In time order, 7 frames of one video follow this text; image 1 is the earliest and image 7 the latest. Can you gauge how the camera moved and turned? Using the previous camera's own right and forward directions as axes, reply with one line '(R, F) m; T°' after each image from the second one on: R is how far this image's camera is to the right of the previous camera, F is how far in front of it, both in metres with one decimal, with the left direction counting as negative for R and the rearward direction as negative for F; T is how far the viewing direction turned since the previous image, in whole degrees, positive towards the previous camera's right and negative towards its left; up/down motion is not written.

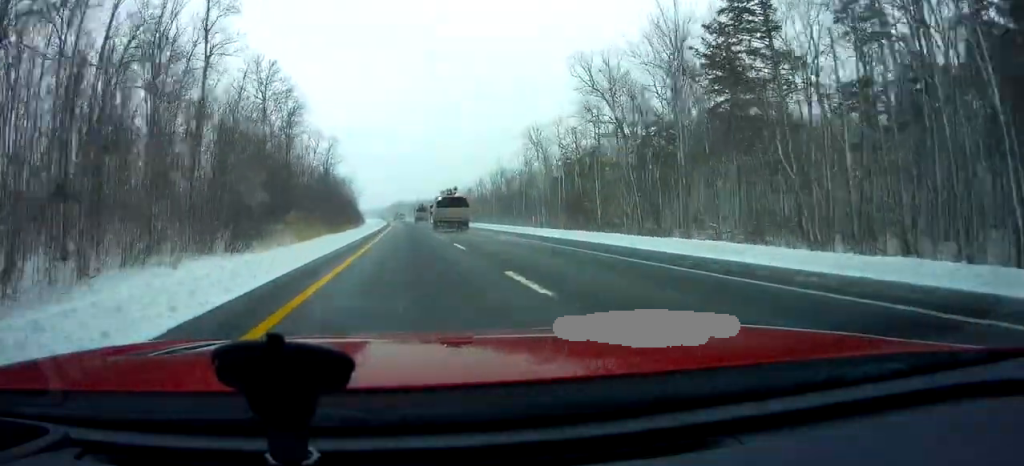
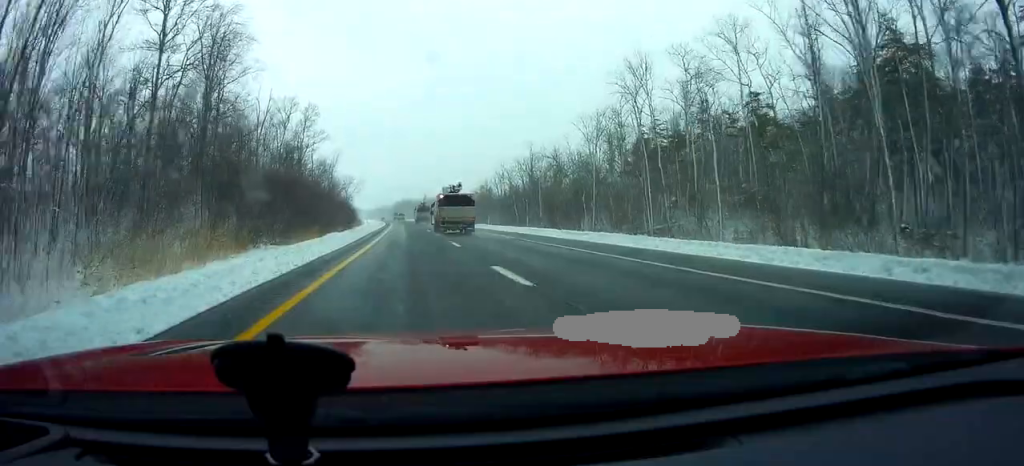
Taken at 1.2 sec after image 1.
(-0.2, +35.3) m; 0°
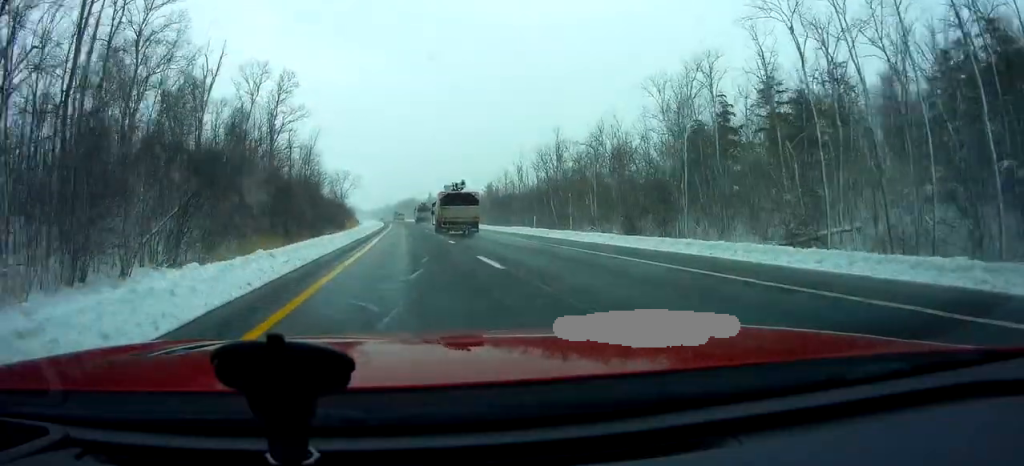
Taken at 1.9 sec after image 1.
(0.0, +21.2) m; 0°
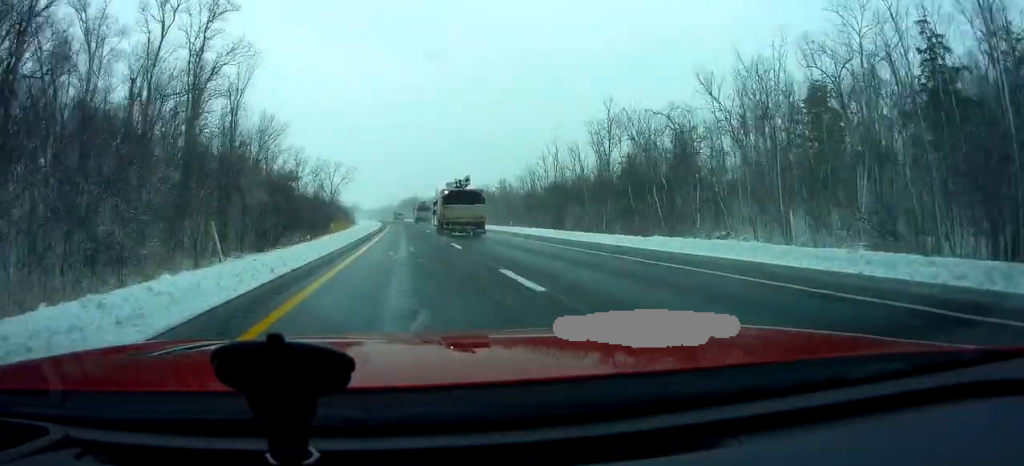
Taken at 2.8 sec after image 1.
(+0.2, +28.3) m; 0°
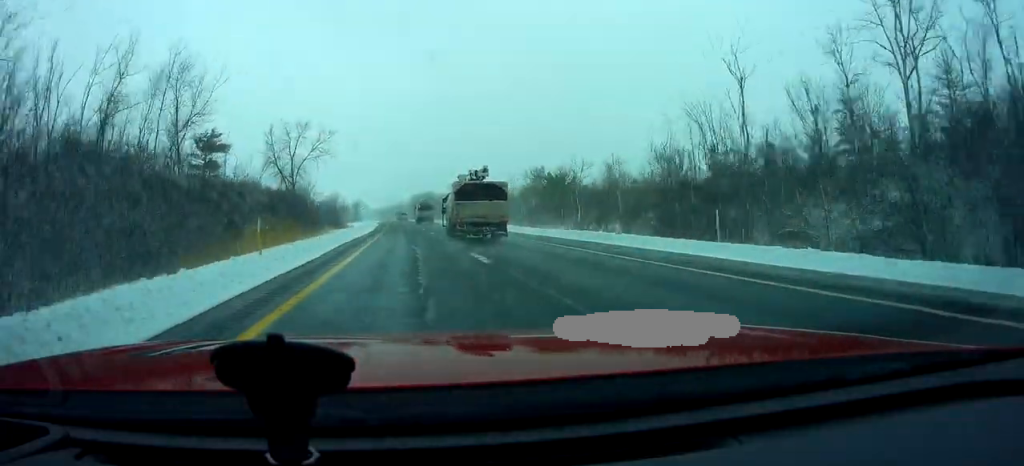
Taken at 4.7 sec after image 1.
(-0.6, +56.5) m; -2°
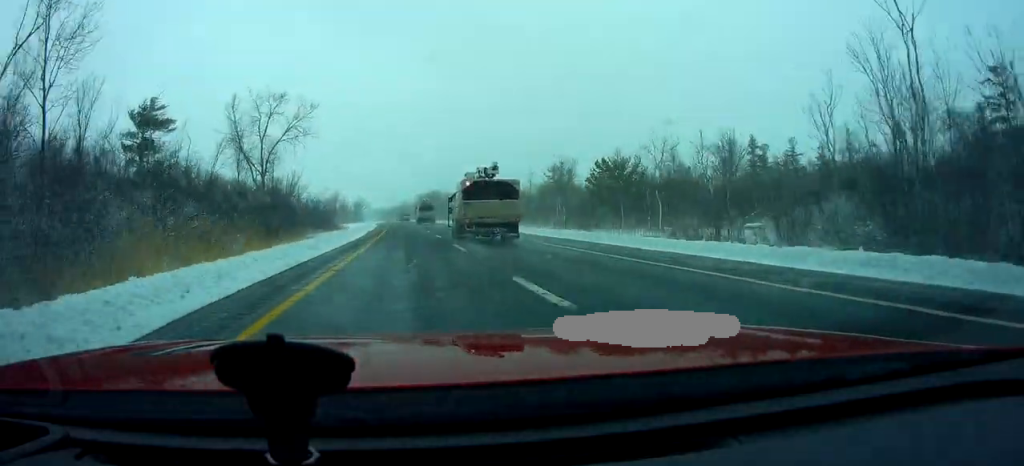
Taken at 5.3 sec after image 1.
(-0.2, +18.9) m; 0°
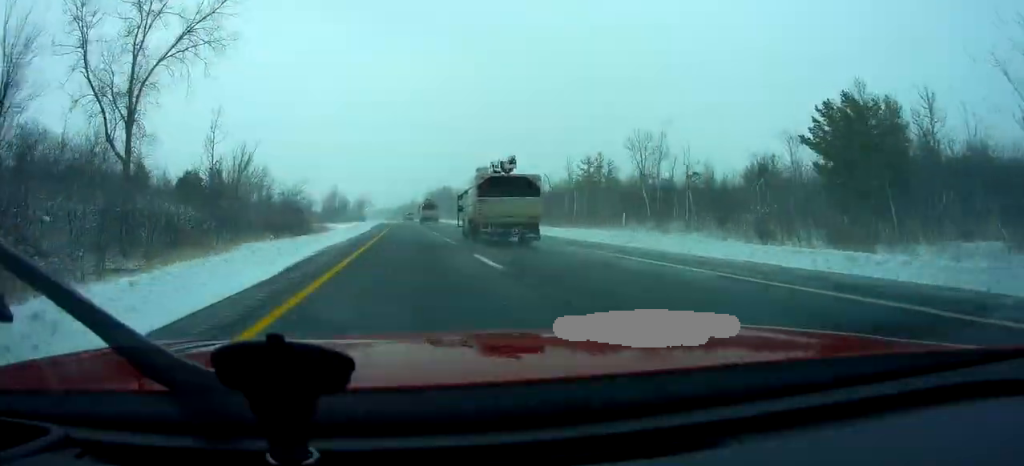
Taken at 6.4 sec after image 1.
(-0.1, +31.6) m; 0°
